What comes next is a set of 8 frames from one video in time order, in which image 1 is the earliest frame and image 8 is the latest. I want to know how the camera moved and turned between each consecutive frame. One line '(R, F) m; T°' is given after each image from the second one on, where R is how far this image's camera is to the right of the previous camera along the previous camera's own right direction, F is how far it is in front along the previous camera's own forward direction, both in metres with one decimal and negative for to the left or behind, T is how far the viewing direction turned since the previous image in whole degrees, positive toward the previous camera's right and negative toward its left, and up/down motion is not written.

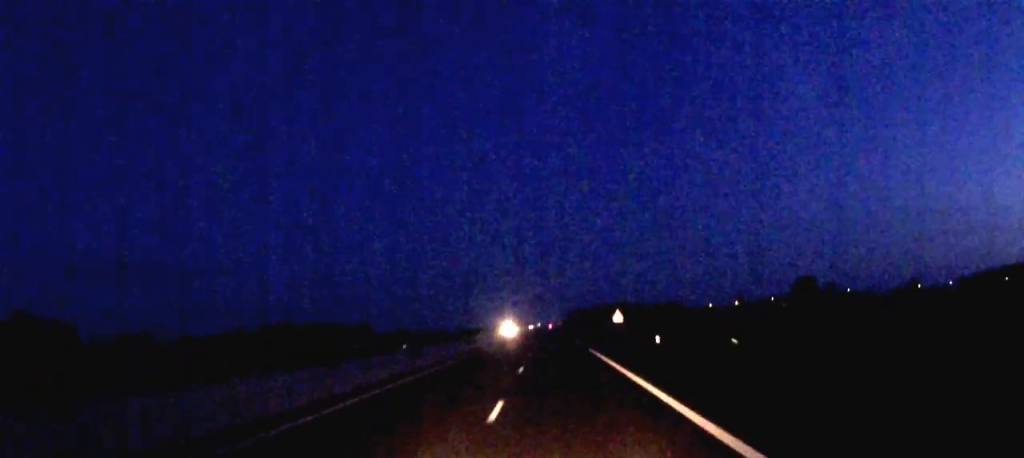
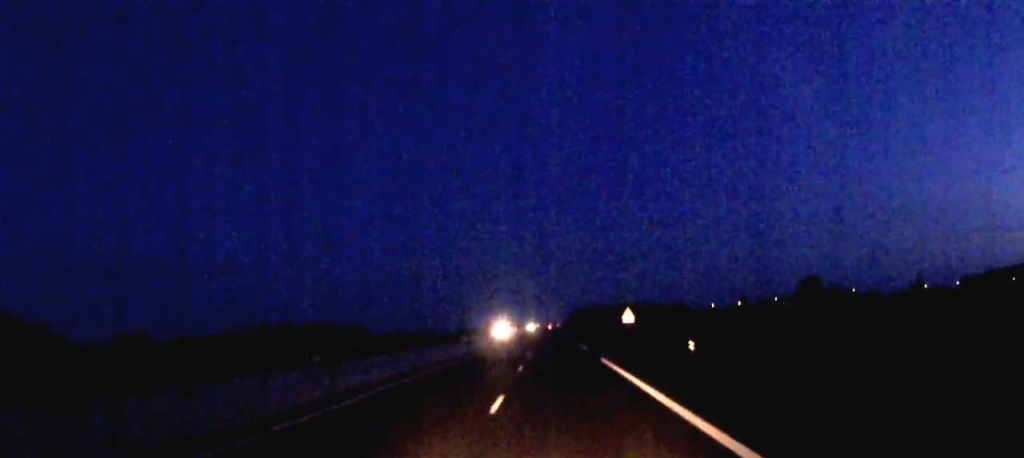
(0.0, +11.7) m; 0°
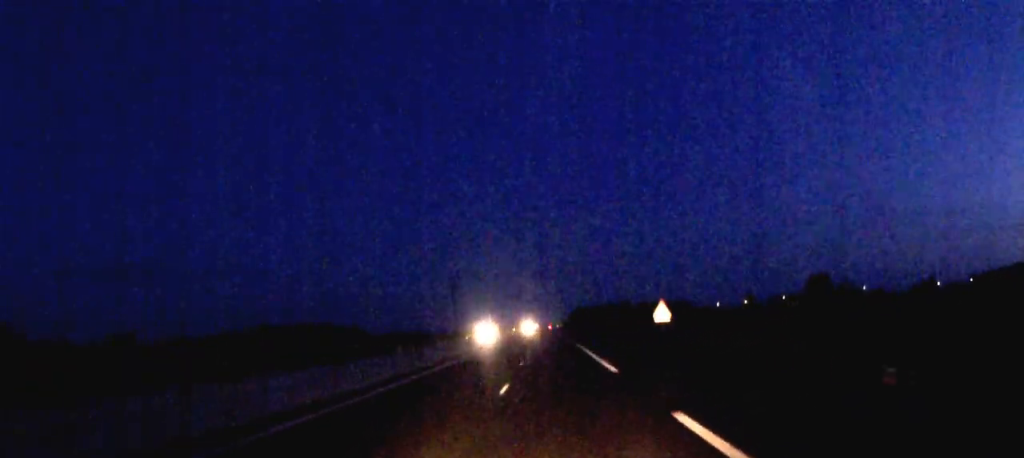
(0.0, +21.7) m; 0°
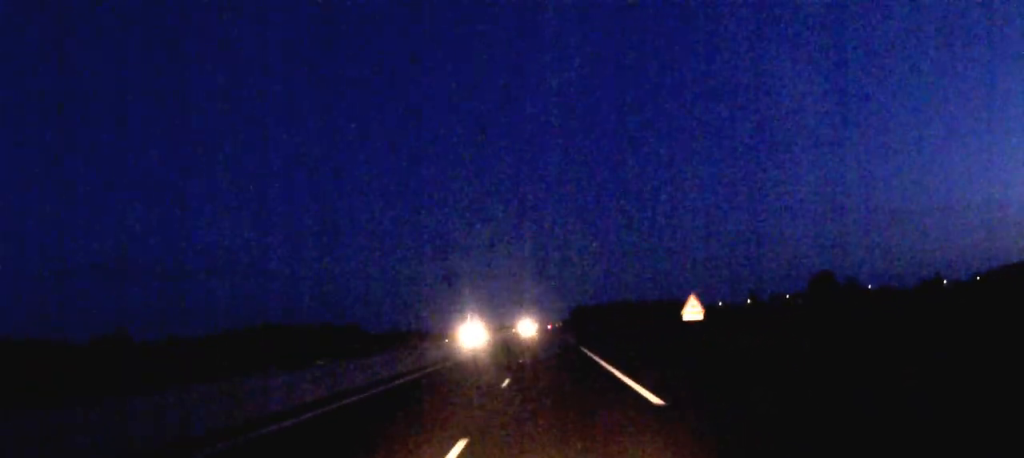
(0.0, +10.8) m; 0°
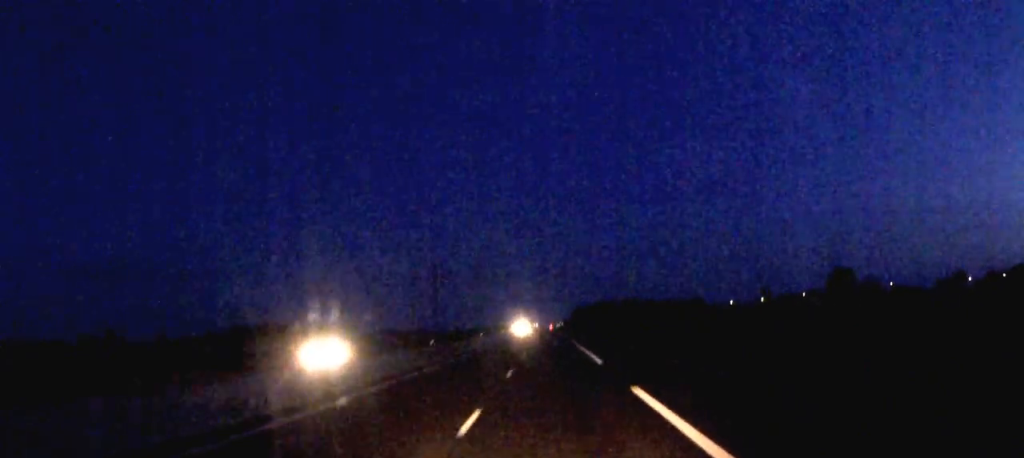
(0.0, +35.3) m; 0°
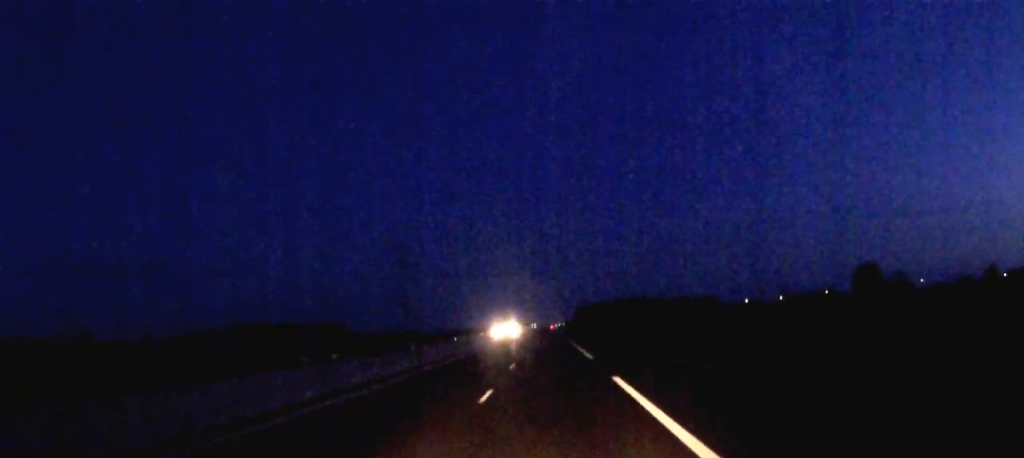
(0.0, +47.1) m; 0°
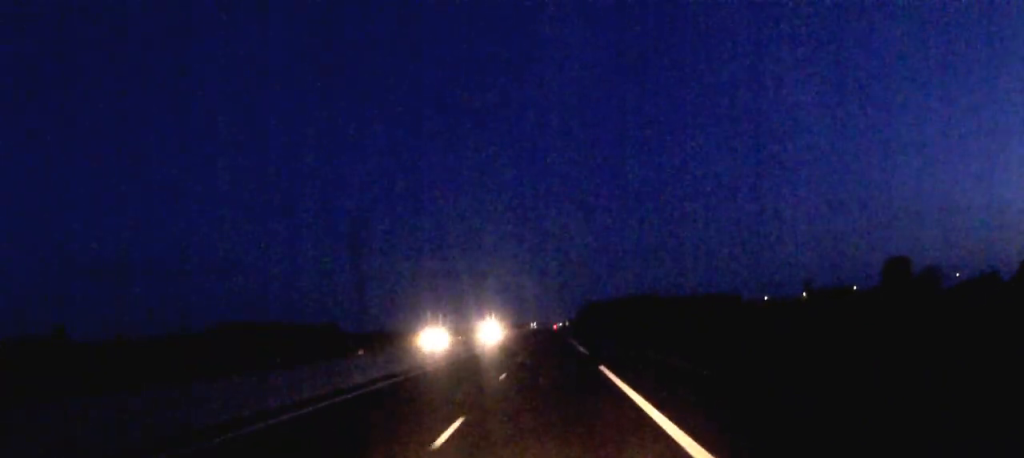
(-0.1, +45.4) m; 0°
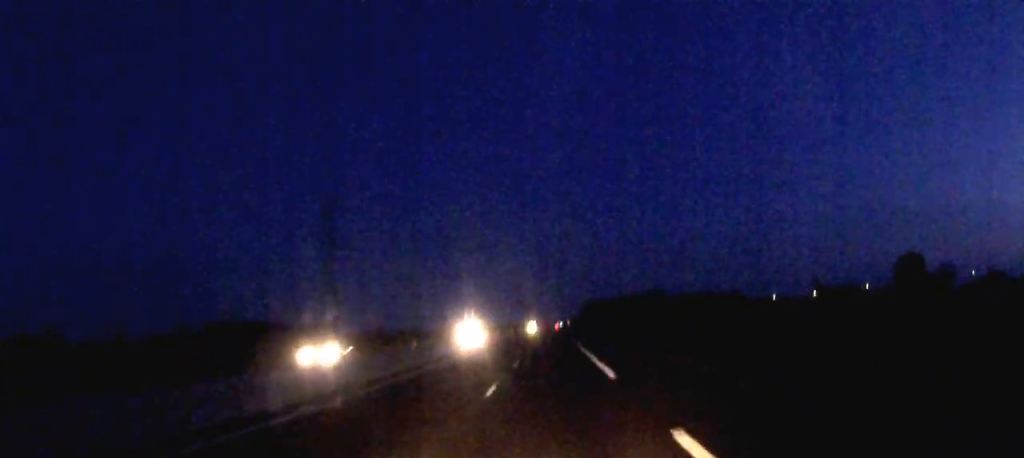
(0.0, +18.2) m; 0°
